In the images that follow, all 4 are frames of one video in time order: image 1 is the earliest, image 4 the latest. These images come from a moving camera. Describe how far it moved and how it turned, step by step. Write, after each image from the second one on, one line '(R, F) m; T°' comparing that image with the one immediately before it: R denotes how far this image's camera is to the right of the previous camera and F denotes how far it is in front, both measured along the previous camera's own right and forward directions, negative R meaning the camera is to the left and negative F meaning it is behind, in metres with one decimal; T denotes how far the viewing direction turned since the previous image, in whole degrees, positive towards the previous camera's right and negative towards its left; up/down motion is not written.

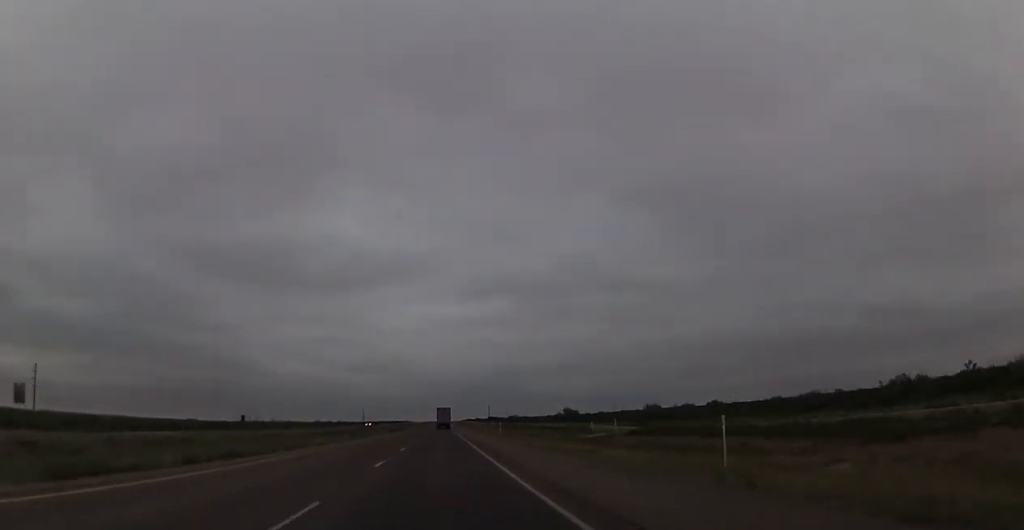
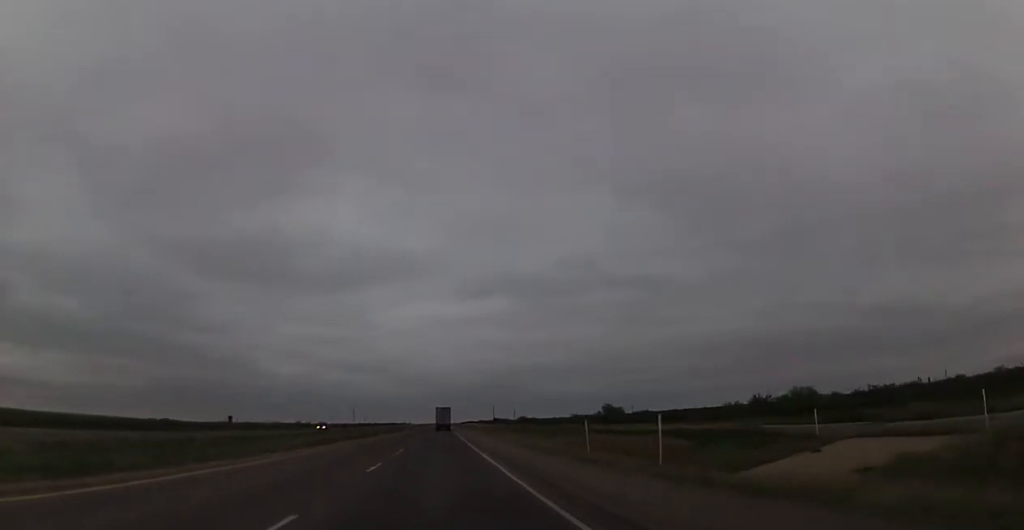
(+0.5, +50.1) m; 0°
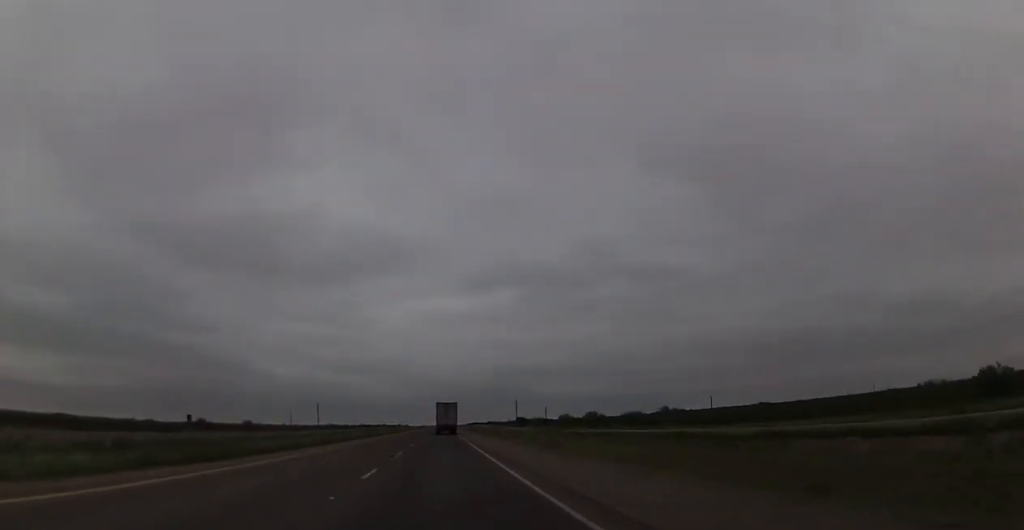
(-0.7, +135.3) m; 0°
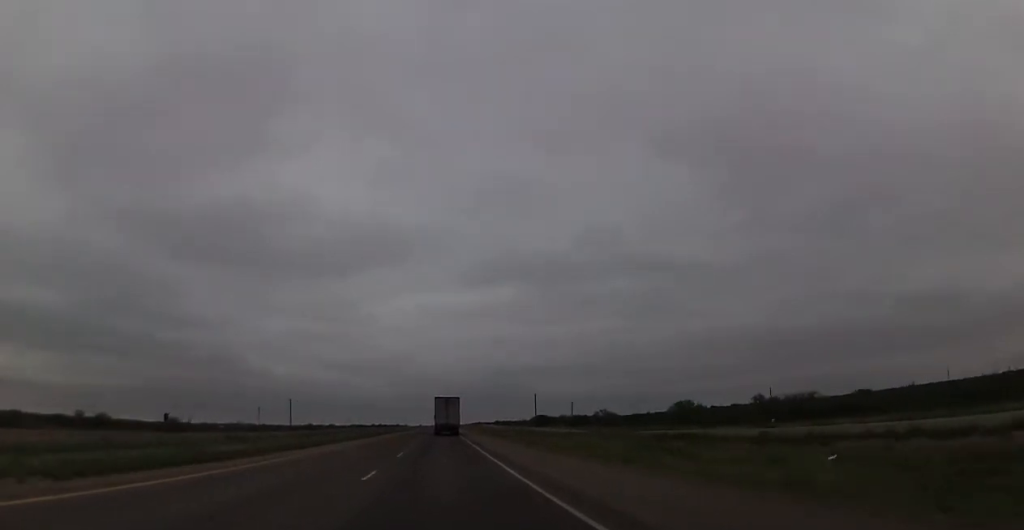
(-0.4, +60.8) m; 0°
